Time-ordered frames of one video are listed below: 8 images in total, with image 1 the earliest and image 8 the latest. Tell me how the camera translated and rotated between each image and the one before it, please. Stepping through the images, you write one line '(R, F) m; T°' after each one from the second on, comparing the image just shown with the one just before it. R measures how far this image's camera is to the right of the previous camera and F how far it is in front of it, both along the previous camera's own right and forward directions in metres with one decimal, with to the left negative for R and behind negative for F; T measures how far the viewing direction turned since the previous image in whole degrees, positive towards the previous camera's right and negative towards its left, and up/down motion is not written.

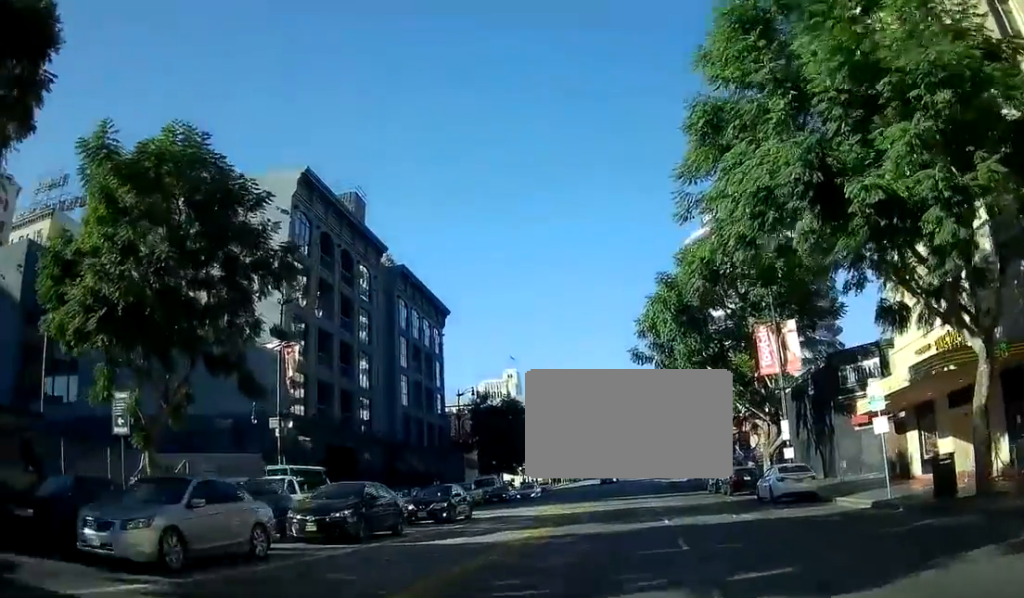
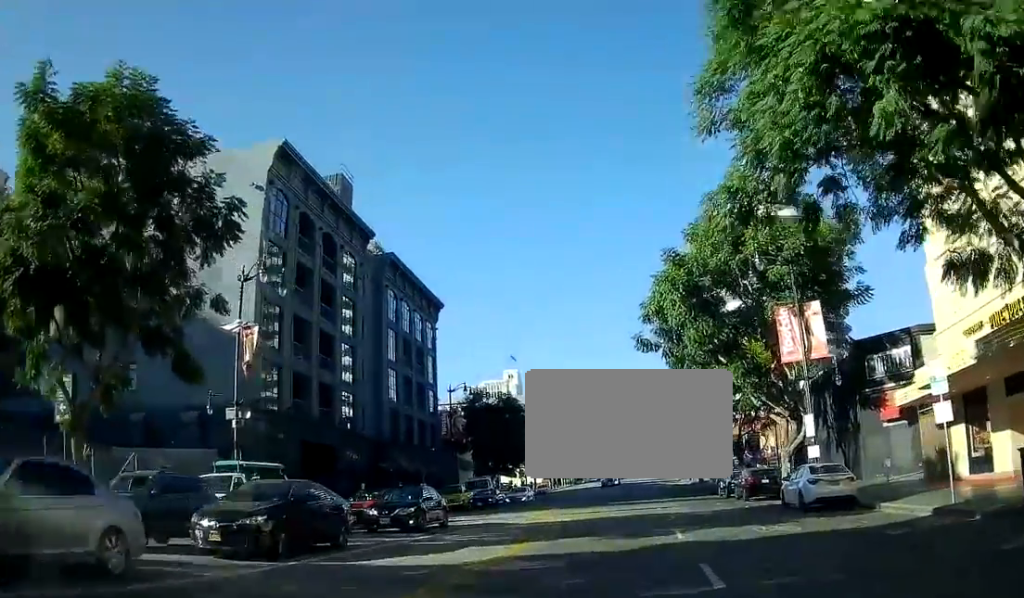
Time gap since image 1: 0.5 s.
(-0.2, +4.6) m; -3°
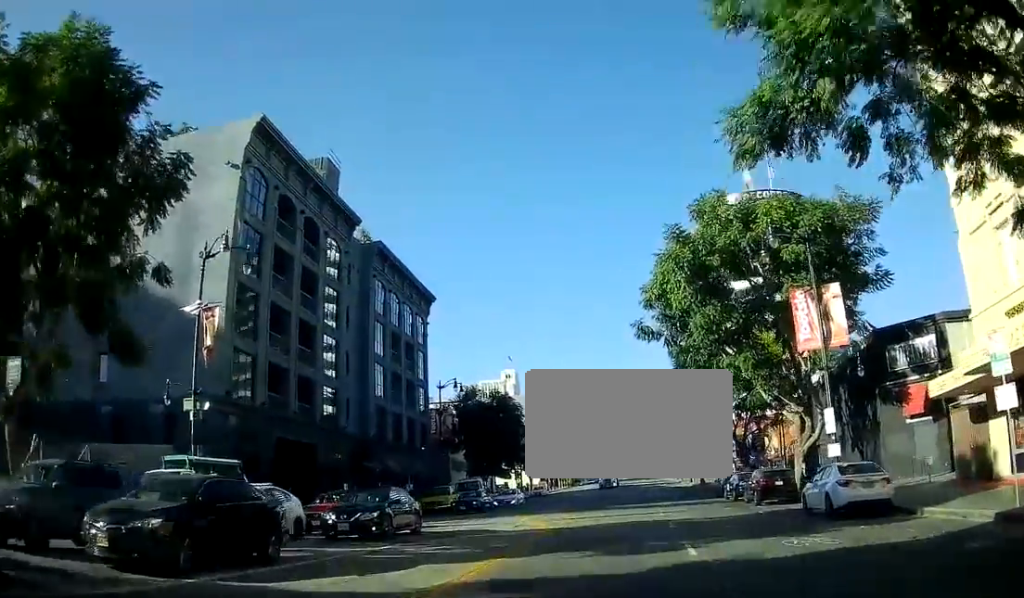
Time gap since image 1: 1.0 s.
(0.0, +3.8) m; 0°
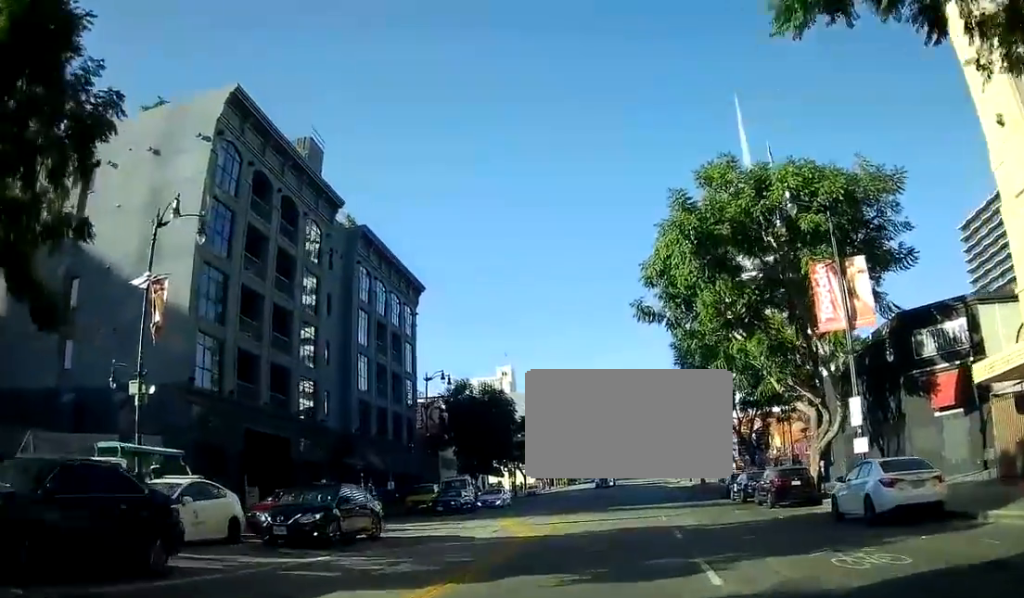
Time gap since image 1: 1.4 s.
(0.0, +3.9) m; 0°
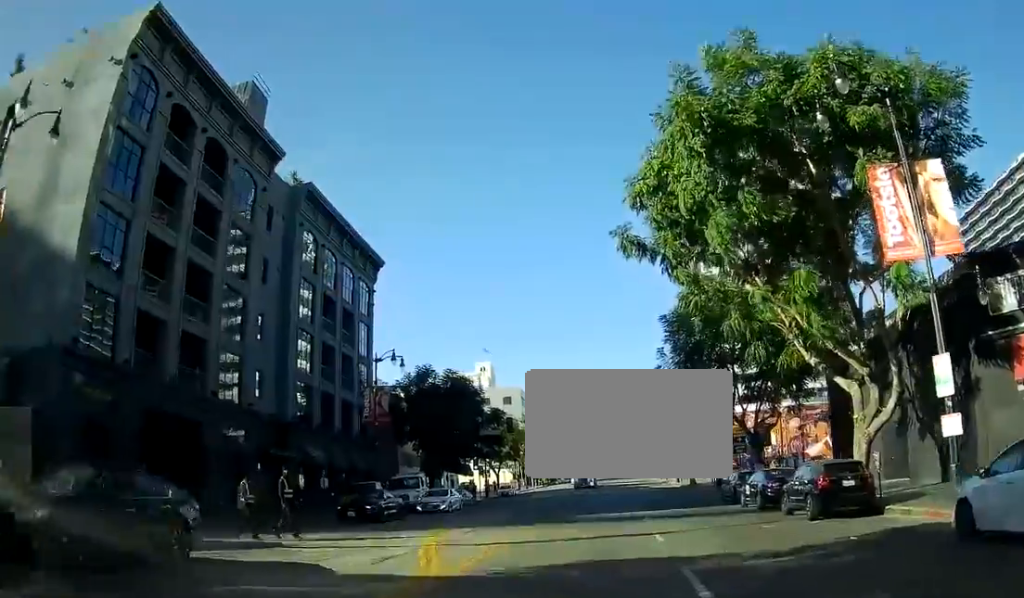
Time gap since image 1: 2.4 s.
(0.0, +9.5) m; 0°
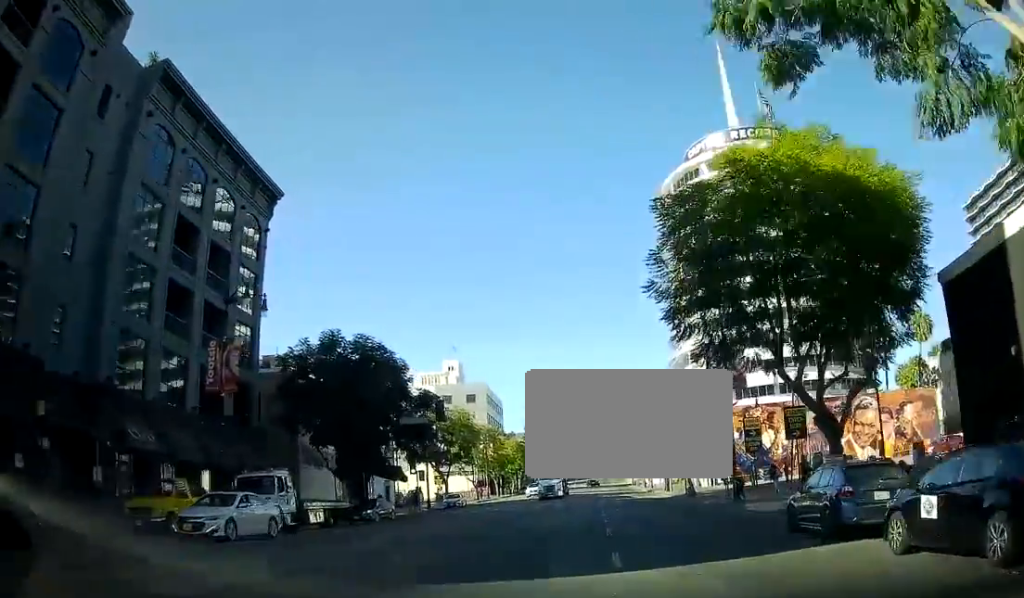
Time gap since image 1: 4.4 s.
(0.0, +18.7) m; 0°
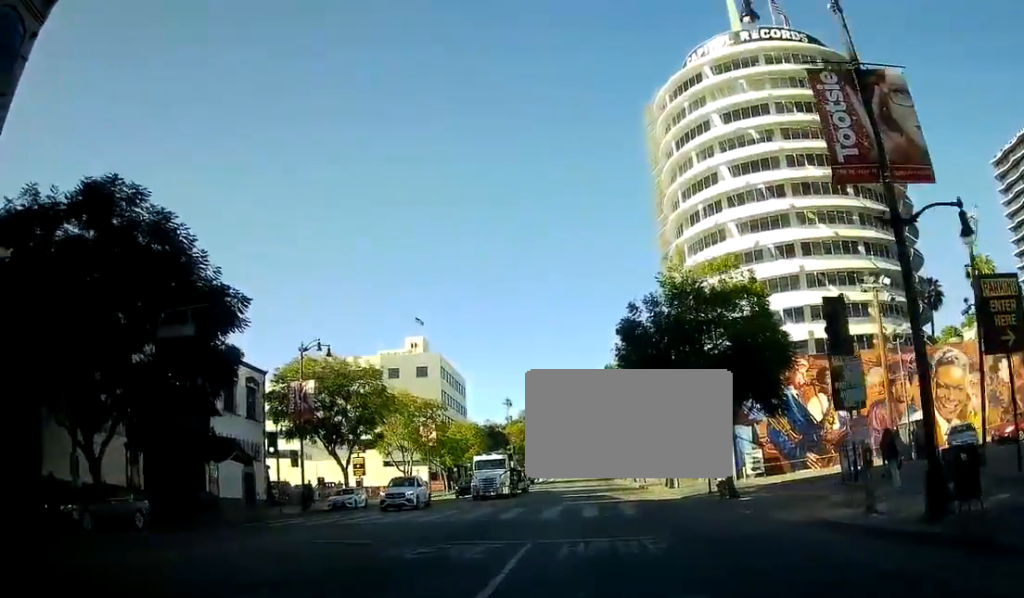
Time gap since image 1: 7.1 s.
(+0.8, +25.5) m; +6°
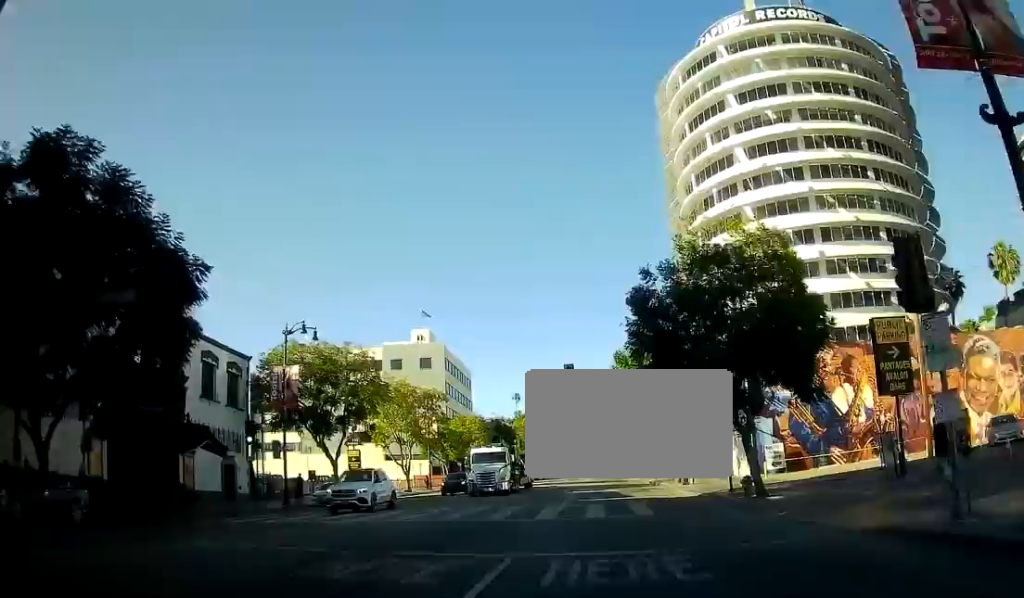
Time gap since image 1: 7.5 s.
(+0.1, +4.4) m; +1°
